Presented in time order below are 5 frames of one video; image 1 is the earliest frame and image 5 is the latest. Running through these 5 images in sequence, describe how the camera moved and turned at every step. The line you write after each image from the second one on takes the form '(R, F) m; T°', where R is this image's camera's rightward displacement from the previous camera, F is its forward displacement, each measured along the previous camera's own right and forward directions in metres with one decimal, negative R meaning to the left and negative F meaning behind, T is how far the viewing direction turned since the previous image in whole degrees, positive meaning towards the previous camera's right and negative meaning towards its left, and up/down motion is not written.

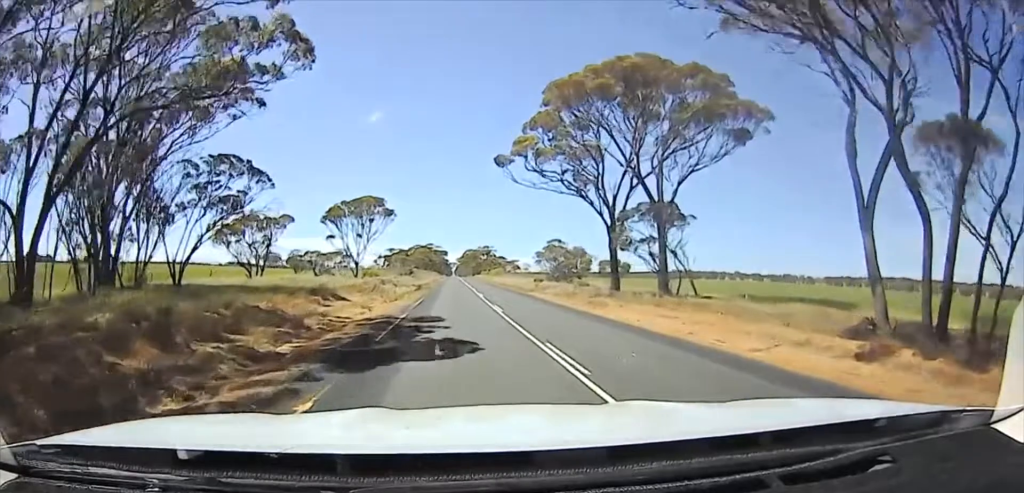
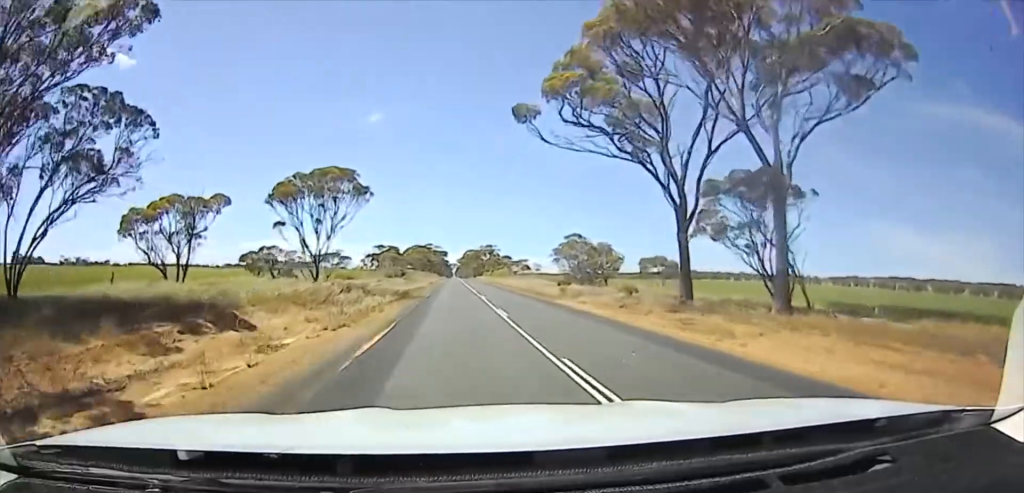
(-0.2, +18.8) m; 0°
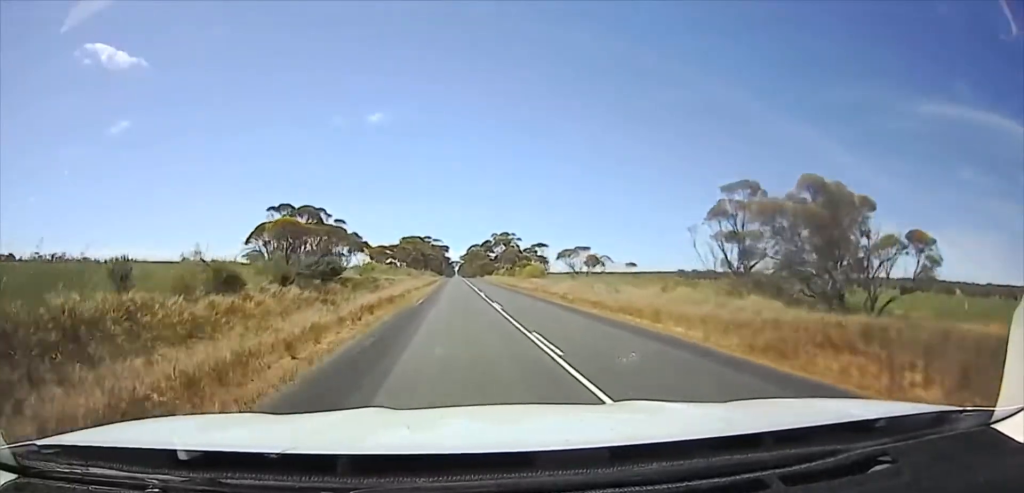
(+0.1, +56.6) m; 0°
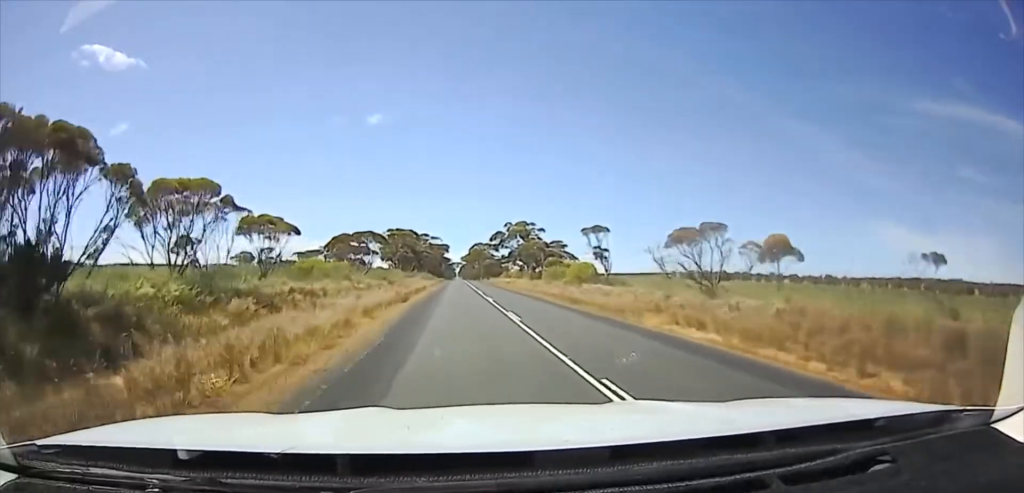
(+0.1, +30.8) m; 0°
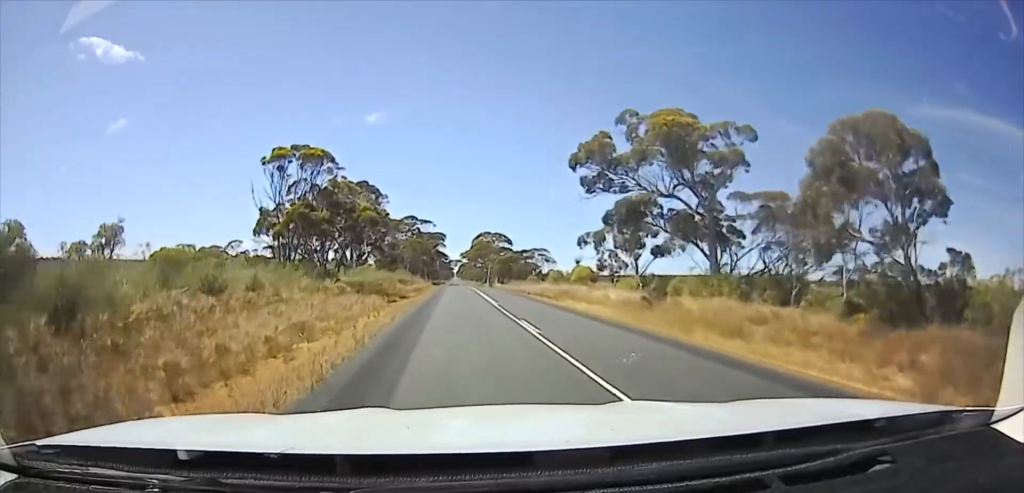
(-0.3, +52.7) m; 0°
